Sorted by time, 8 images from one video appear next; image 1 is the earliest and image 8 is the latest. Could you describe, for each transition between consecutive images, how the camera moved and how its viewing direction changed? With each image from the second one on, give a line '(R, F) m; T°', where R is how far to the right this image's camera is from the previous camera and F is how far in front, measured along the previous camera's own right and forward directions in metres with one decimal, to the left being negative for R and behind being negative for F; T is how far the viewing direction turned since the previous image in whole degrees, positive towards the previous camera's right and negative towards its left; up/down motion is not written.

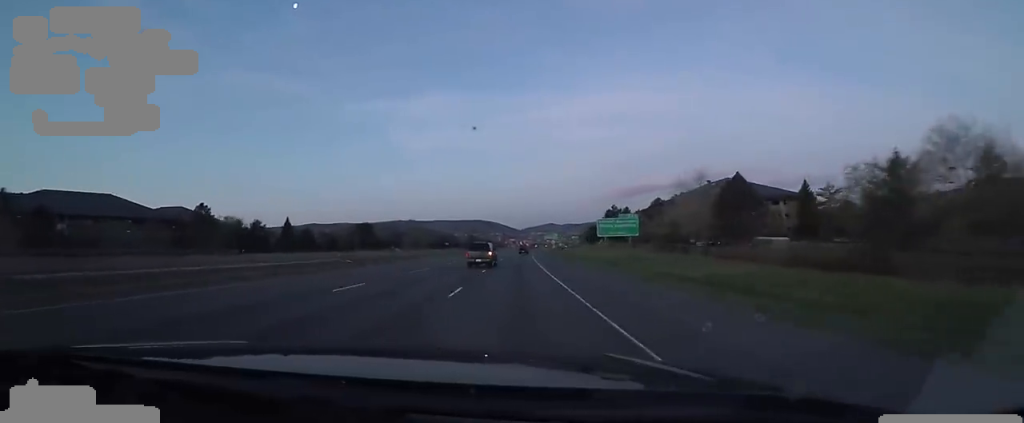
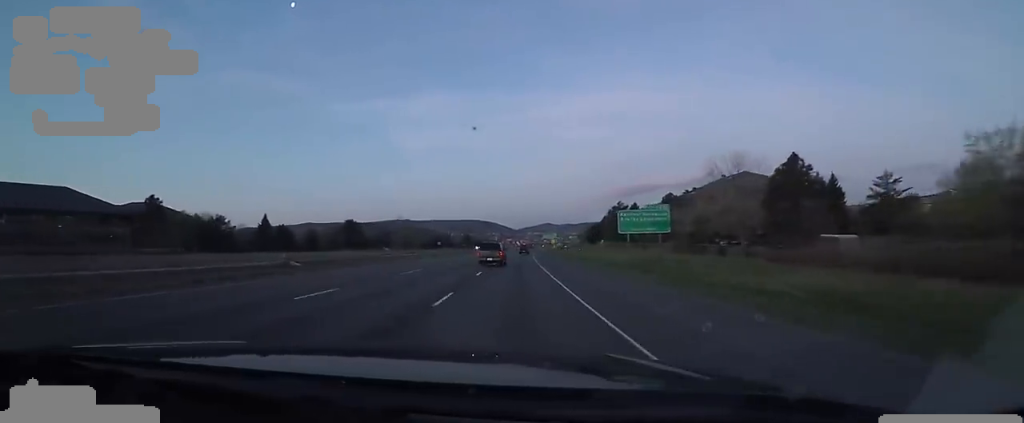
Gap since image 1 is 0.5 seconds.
(+0.2, +14.0) m; 0°
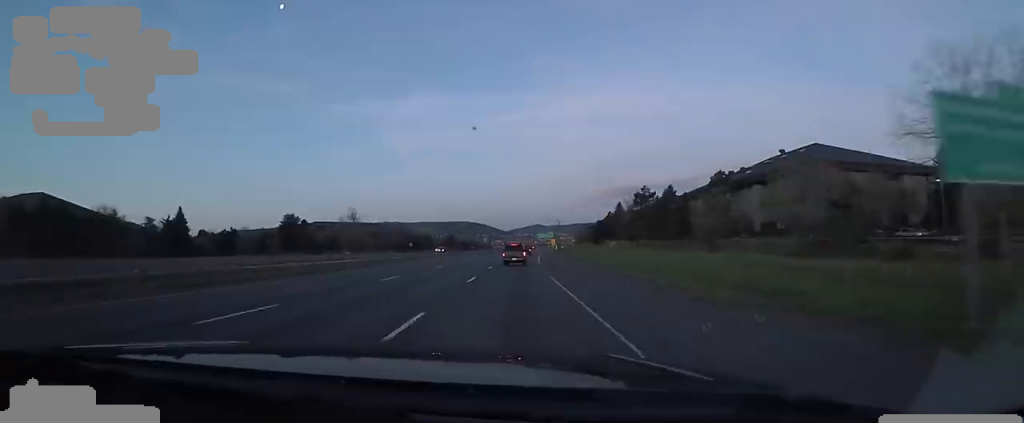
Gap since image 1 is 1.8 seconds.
(-1.0, +39.4) m; -1°
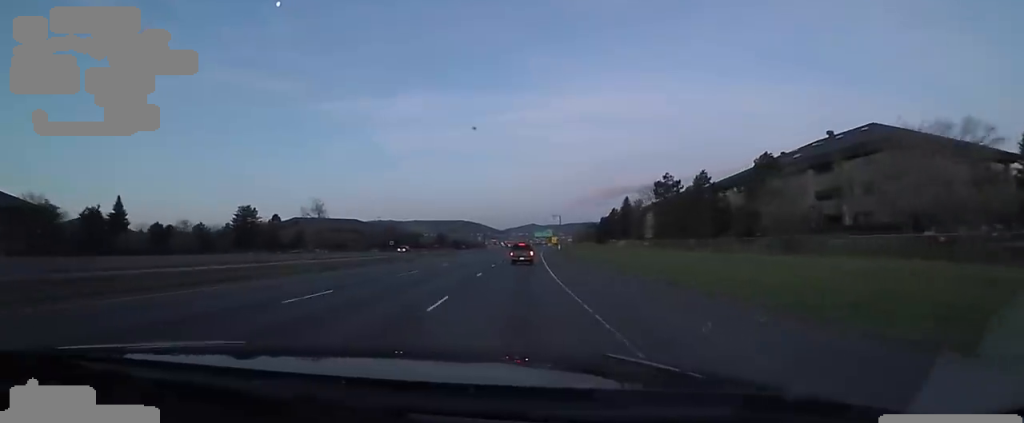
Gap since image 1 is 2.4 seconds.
(0.0, +20.6) m; +1°
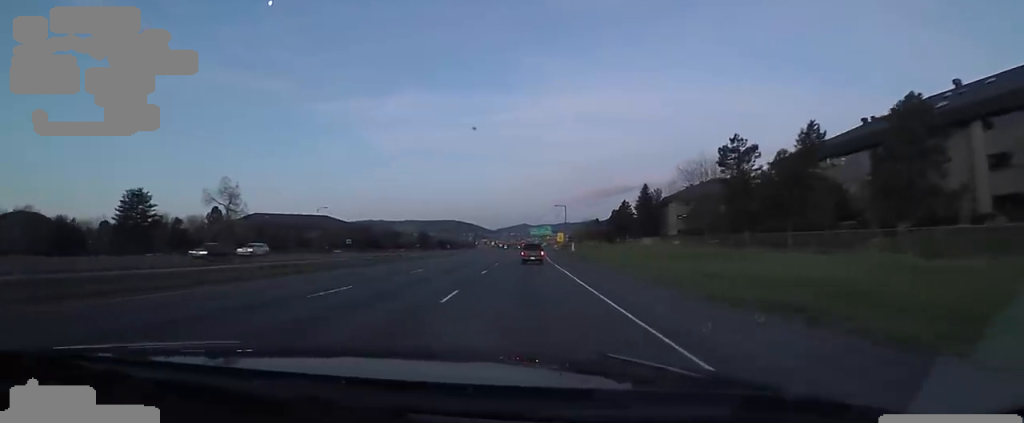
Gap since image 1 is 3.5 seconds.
(+1.0, +35.3) m; +3°
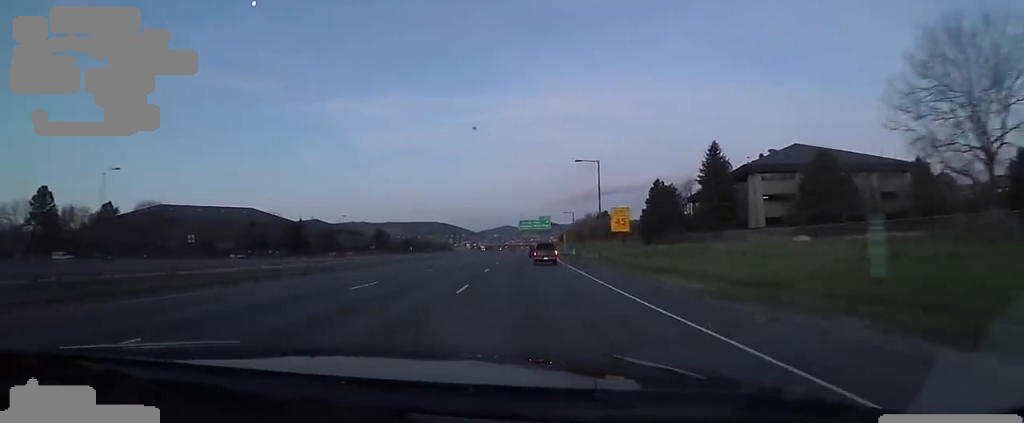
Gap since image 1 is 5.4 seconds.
(-0.1, +60.5) m; -2°
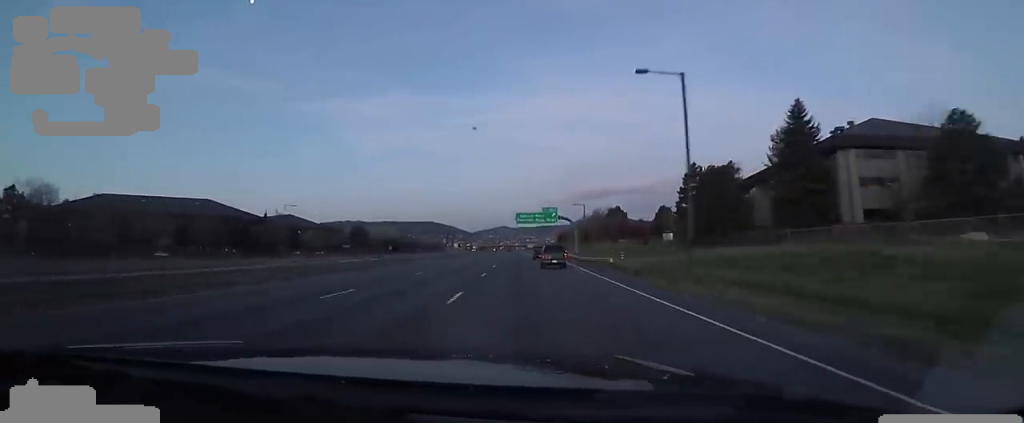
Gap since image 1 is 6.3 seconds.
(-0.2, +27.7) m; +3°
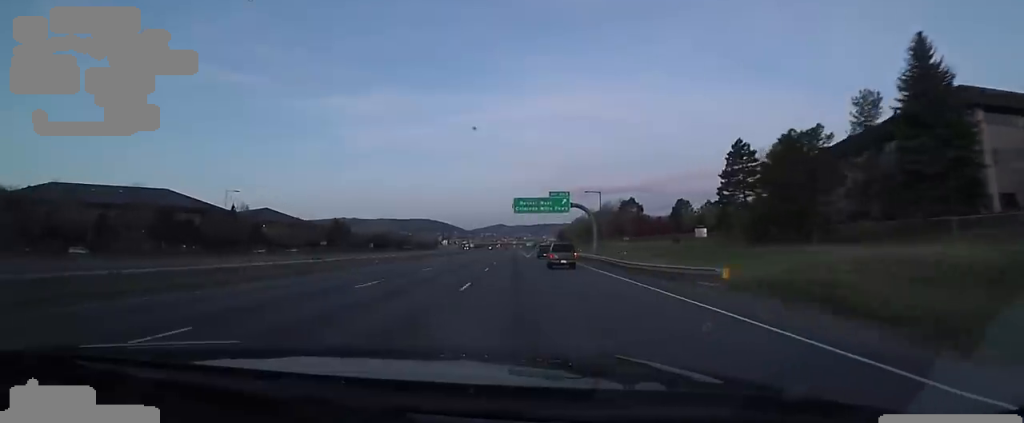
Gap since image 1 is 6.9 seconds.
(+1.3, +20.4) m; 0°
